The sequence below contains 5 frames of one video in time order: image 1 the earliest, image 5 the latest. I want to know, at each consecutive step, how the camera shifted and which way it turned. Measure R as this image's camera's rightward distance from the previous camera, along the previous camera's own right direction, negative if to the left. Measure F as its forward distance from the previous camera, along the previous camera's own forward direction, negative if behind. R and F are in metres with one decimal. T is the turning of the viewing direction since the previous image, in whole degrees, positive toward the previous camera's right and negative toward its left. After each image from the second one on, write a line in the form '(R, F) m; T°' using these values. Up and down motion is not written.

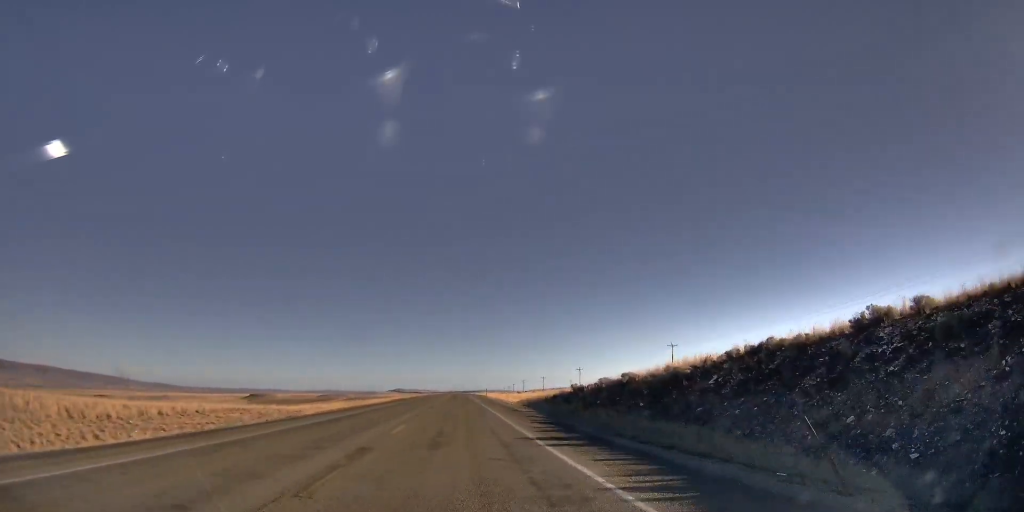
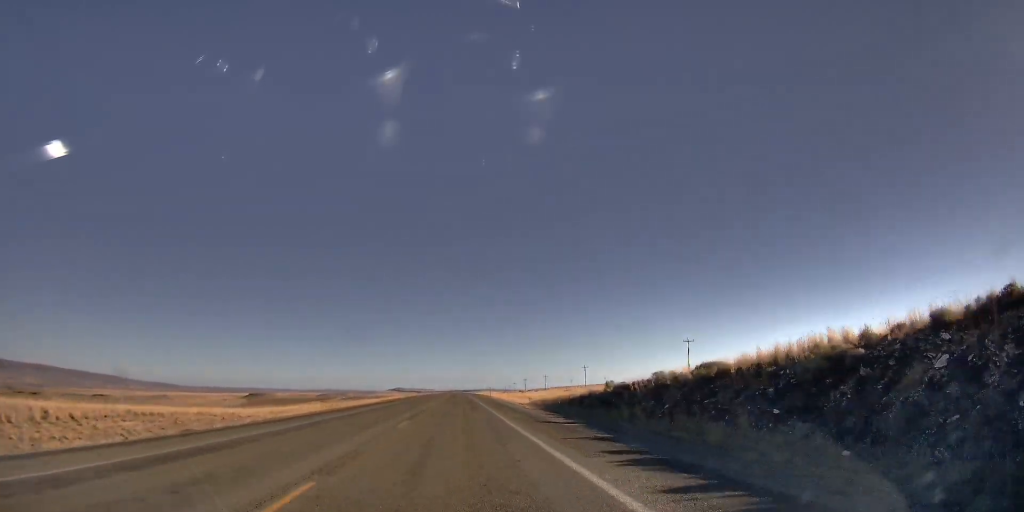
(0.0, +14.0) m; 0°
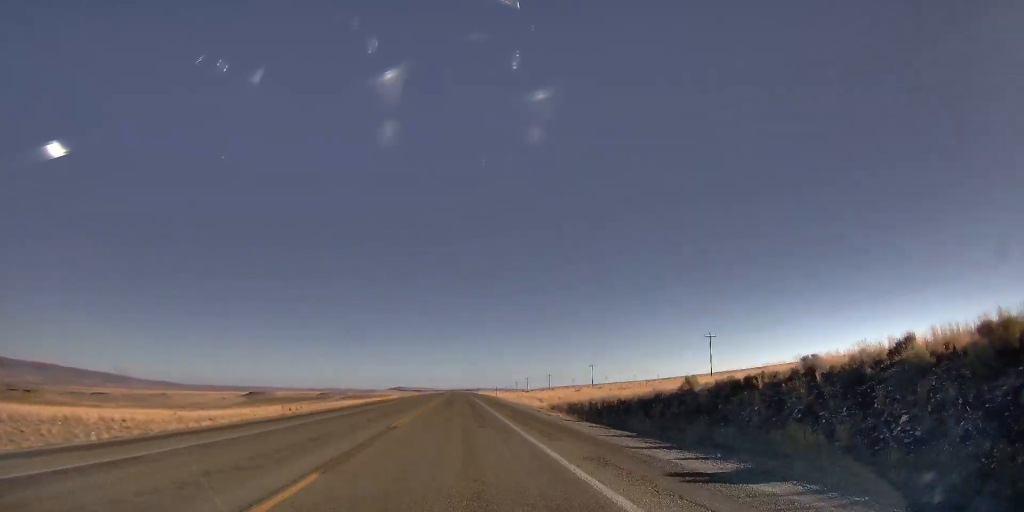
(0.0, +16.0) m; 0°
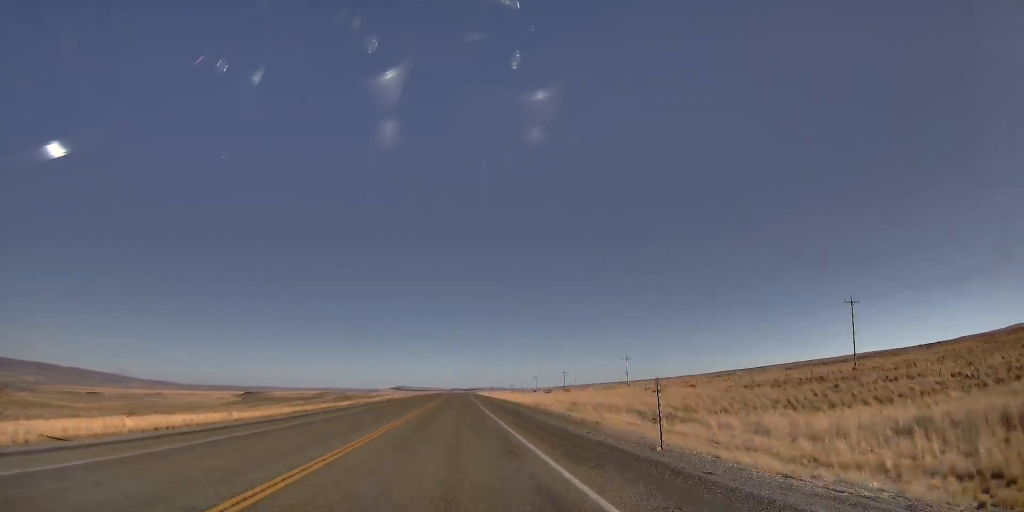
(+0.2, +63.4) m; 0°
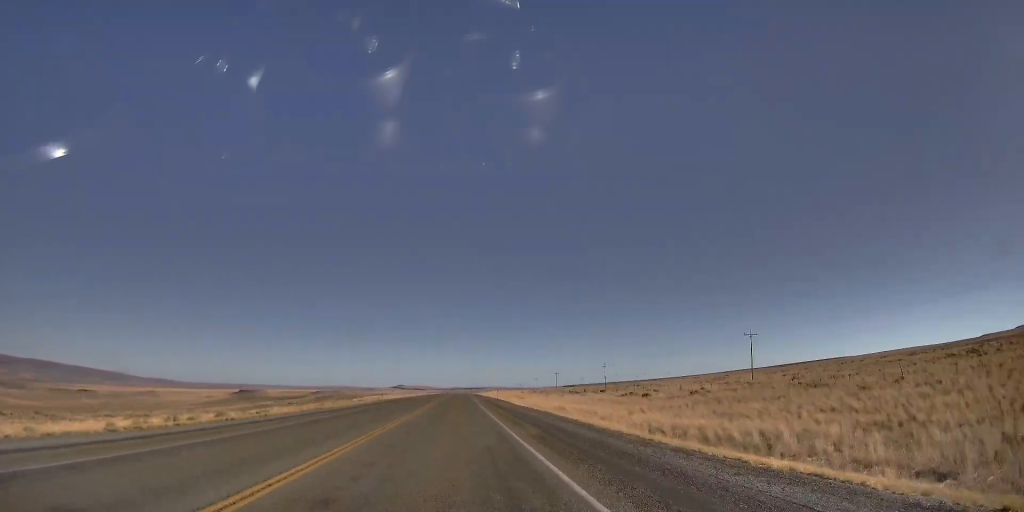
(-1.0, +98.7) m; -1°
